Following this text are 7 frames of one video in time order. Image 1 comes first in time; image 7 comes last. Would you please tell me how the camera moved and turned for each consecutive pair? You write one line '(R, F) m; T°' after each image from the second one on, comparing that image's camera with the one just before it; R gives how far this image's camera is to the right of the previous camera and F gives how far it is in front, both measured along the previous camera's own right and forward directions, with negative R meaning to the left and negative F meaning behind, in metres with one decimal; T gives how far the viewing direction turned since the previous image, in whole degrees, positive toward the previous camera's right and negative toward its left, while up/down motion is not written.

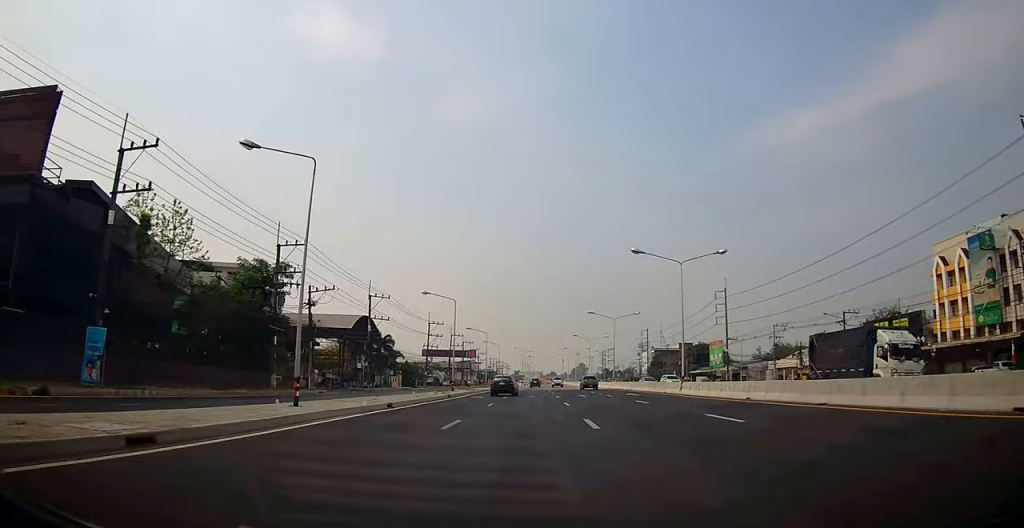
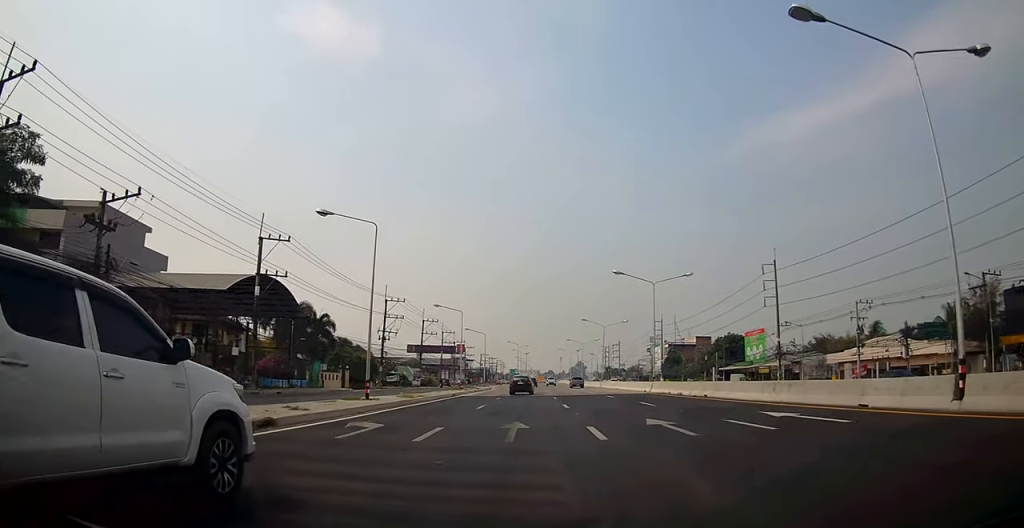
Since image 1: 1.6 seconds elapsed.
(0.0, +25.7) m; -2°
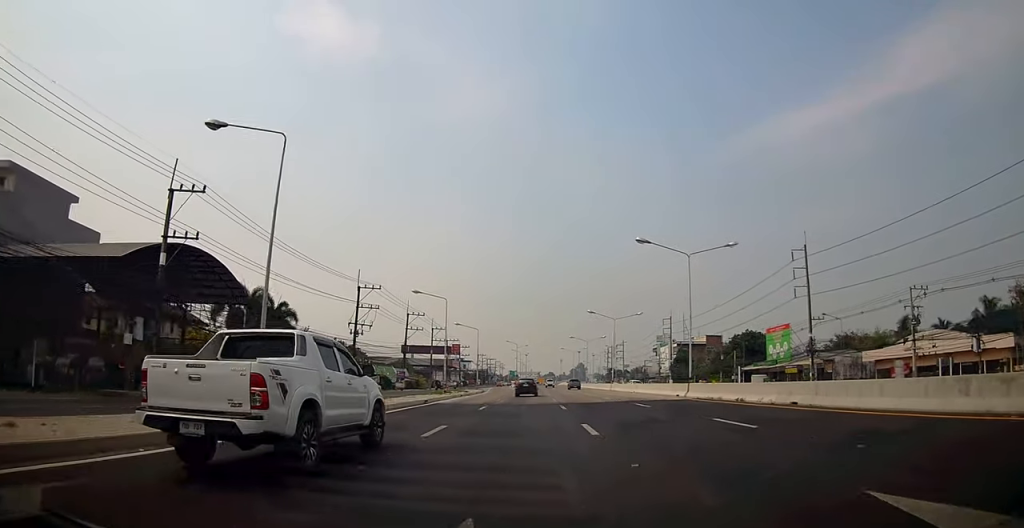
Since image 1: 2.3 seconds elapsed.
(-0.4, +10.5) m; -2°
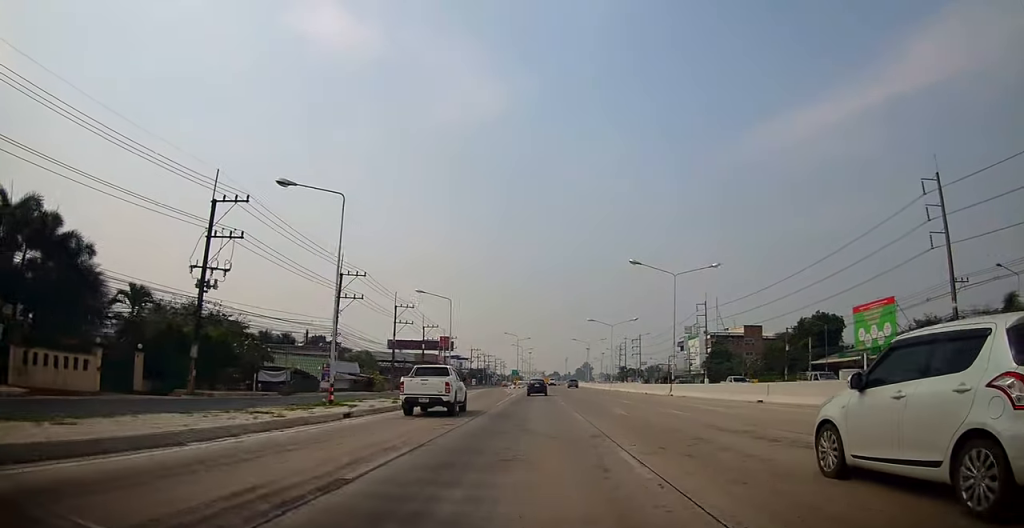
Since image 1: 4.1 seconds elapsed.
(+0.1, +27.8) m; +2°
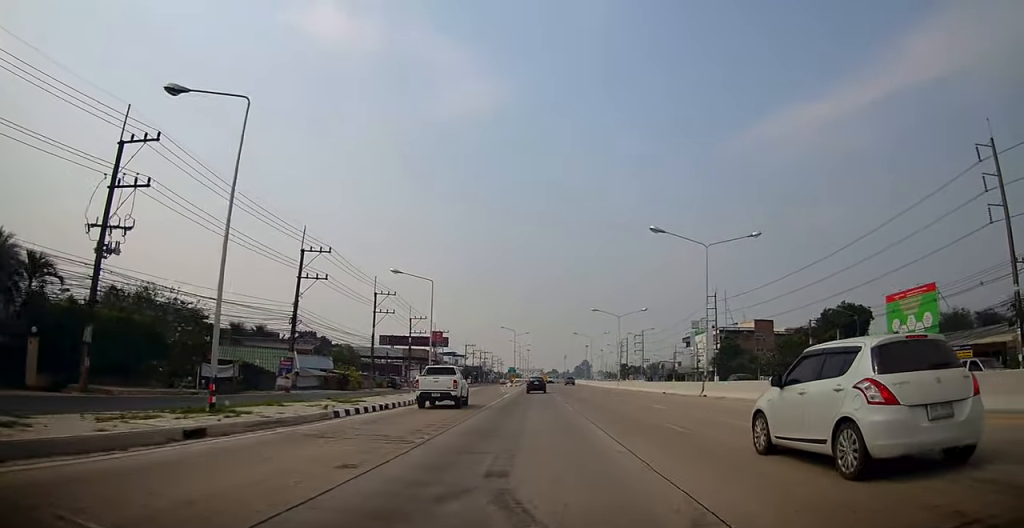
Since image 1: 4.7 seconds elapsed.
(+0.4, +8.1) m; 0°
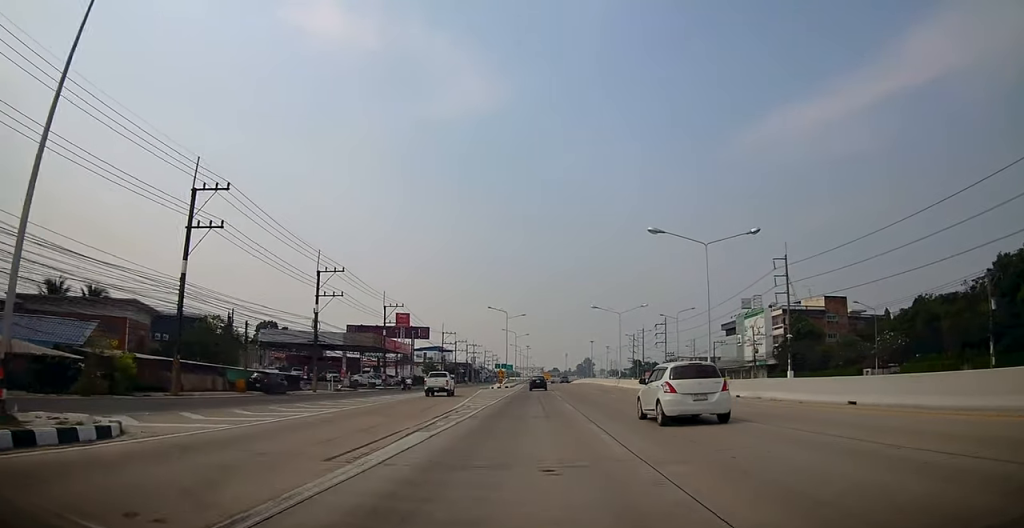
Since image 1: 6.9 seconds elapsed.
(-1.4, +34.2) m; 0°
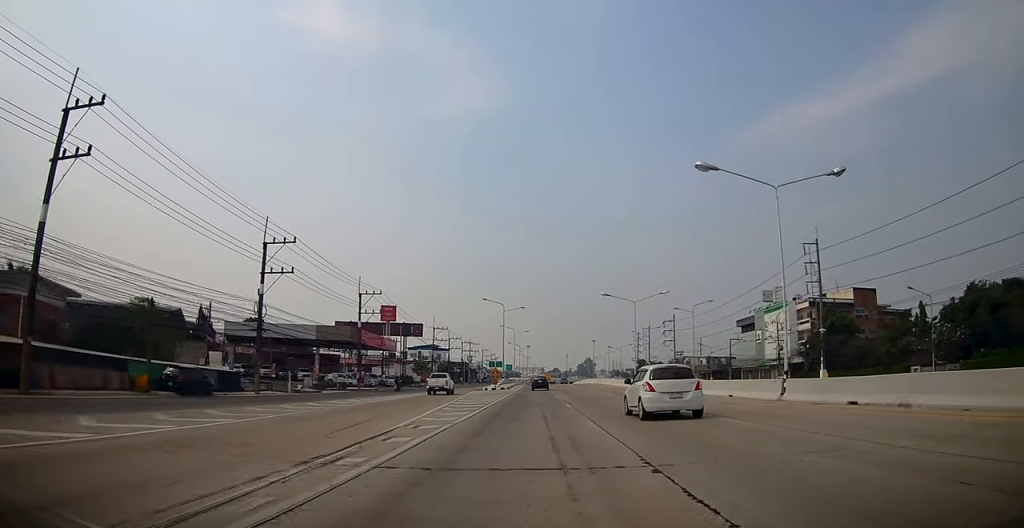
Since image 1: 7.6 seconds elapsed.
(+0.5, +9.9) m; 0°
